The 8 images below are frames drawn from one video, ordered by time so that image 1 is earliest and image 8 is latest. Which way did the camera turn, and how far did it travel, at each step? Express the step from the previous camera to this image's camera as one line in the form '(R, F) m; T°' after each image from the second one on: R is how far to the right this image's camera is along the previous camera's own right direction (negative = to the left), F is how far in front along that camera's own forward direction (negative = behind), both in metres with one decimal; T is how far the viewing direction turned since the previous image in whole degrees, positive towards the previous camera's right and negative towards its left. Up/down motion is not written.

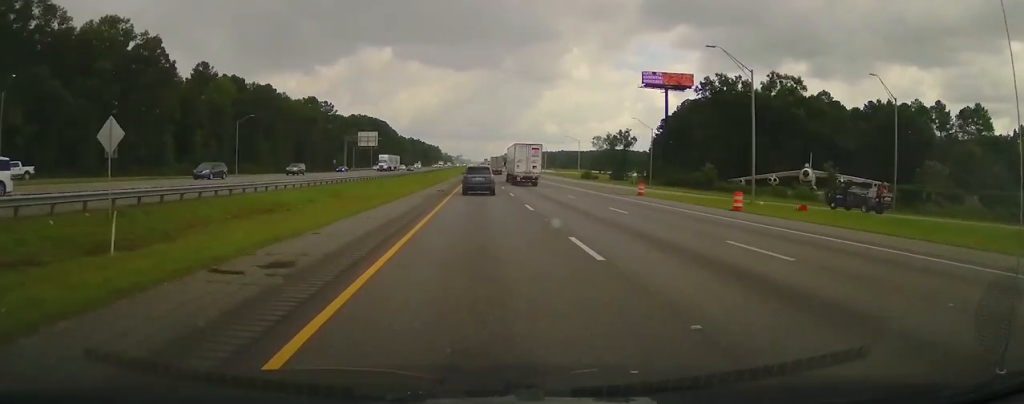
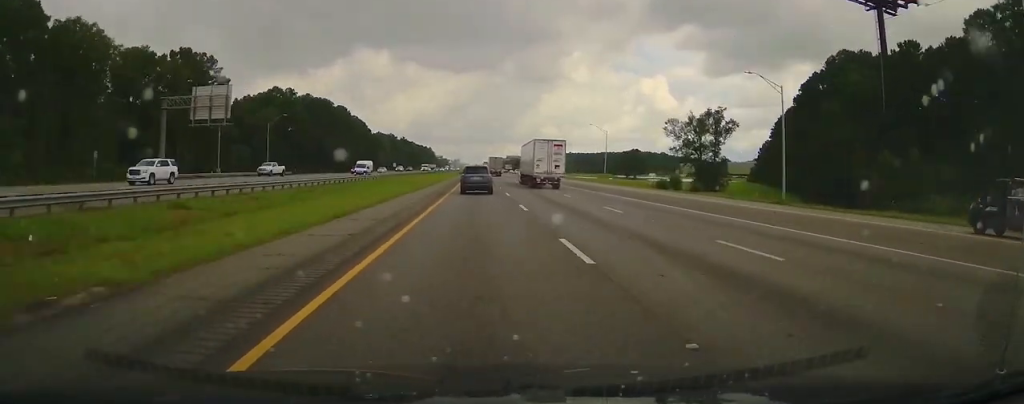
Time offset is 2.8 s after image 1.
(0.0, +80.4) m; 0°
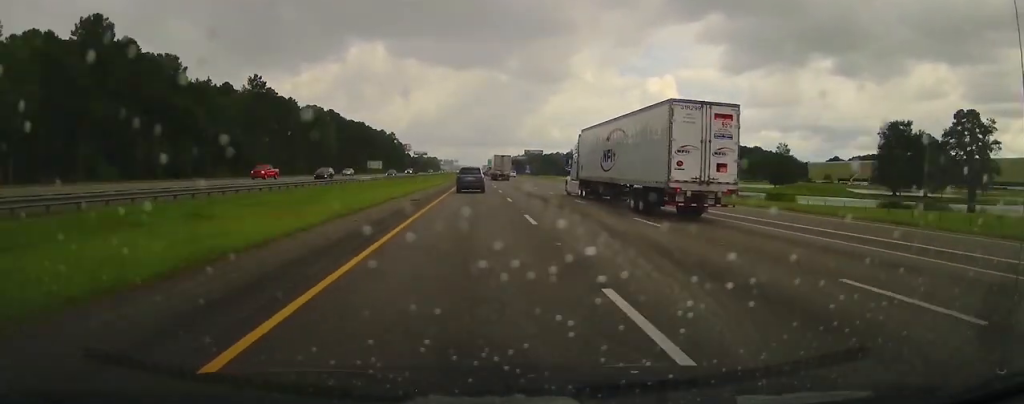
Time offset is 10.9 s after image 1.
(-0.5, +255.8) m; 0°
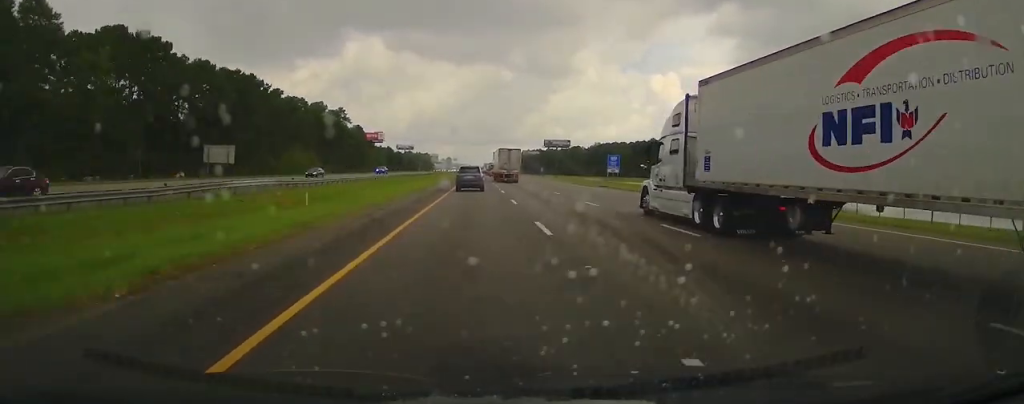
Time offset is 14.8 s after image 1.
(+0.3, +127.3) m; 0°
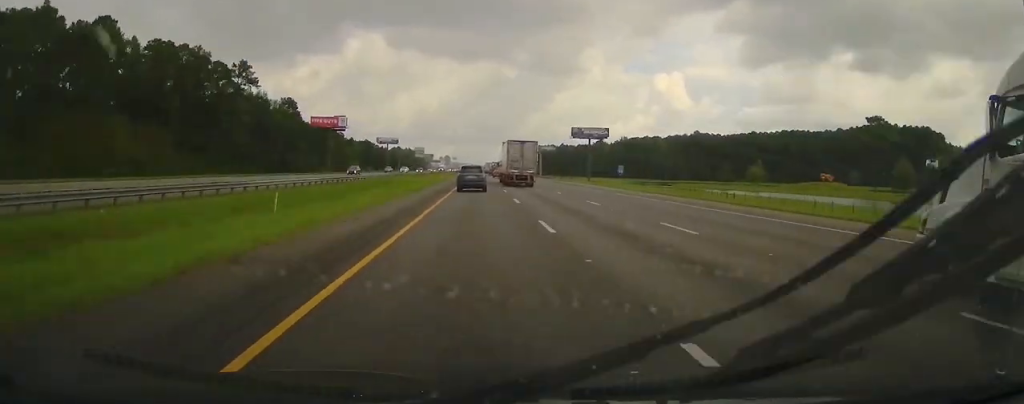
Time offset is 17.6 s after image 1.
(+0.2, +92.1) m; 0°
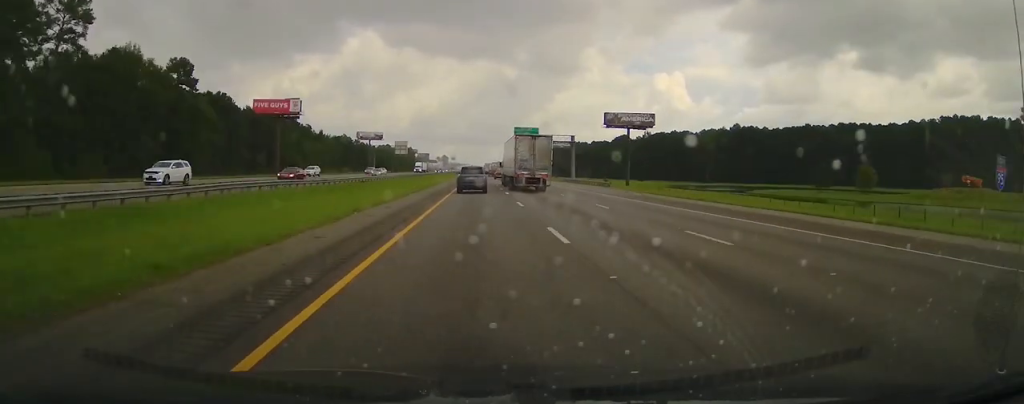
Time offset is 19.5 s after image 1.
(+0.1, +61.3) m; 0°
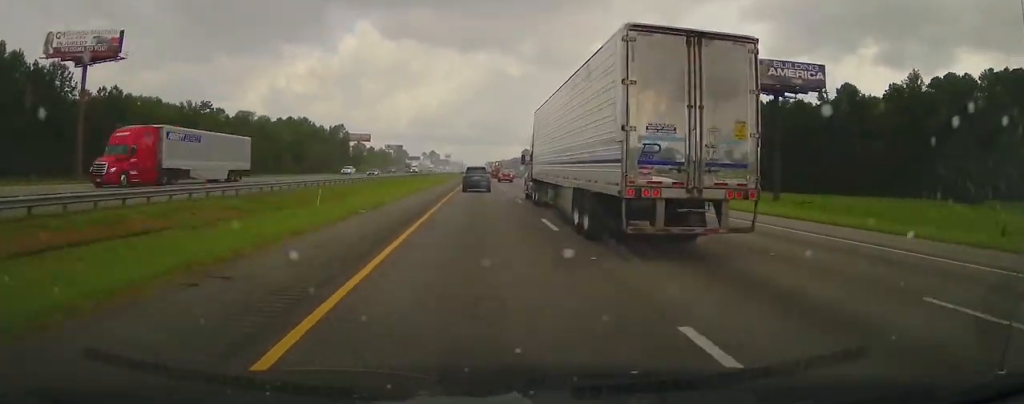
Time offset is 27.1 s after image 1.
(-1.0, +247.1) m; 0°
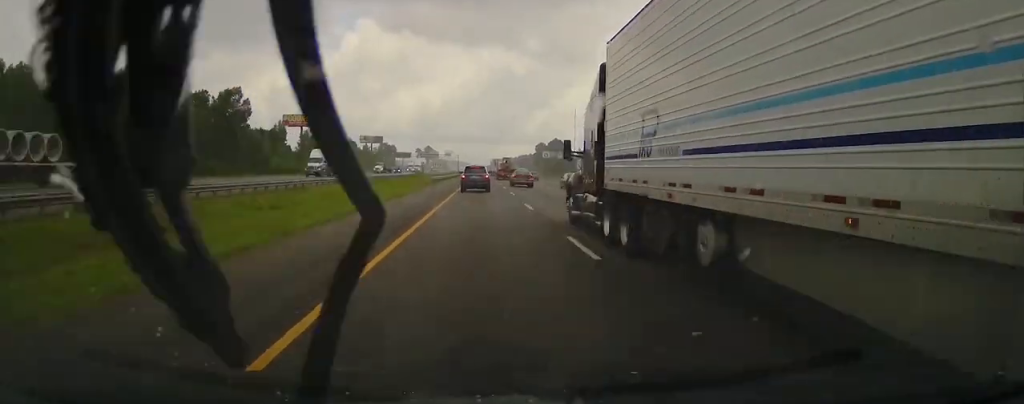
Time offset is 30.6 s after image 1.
(+0.1, +109.6) m; 0°
